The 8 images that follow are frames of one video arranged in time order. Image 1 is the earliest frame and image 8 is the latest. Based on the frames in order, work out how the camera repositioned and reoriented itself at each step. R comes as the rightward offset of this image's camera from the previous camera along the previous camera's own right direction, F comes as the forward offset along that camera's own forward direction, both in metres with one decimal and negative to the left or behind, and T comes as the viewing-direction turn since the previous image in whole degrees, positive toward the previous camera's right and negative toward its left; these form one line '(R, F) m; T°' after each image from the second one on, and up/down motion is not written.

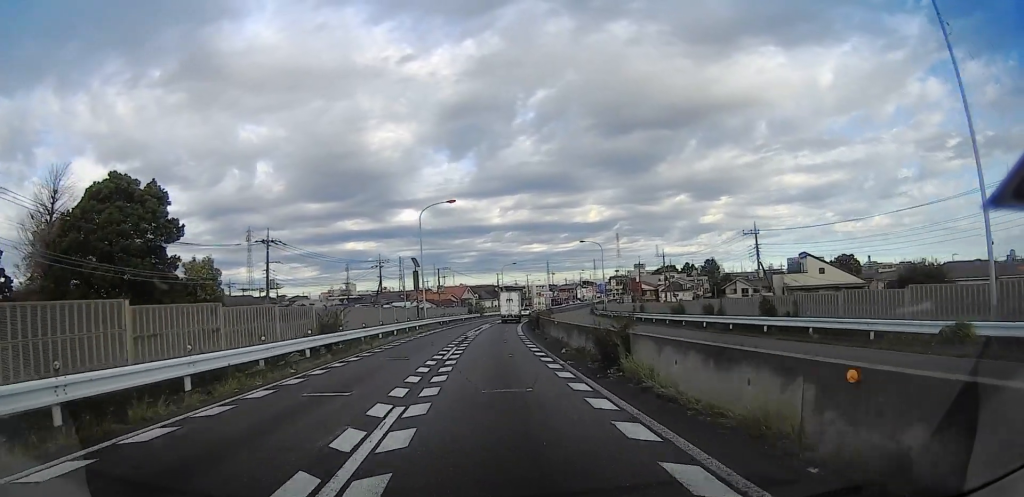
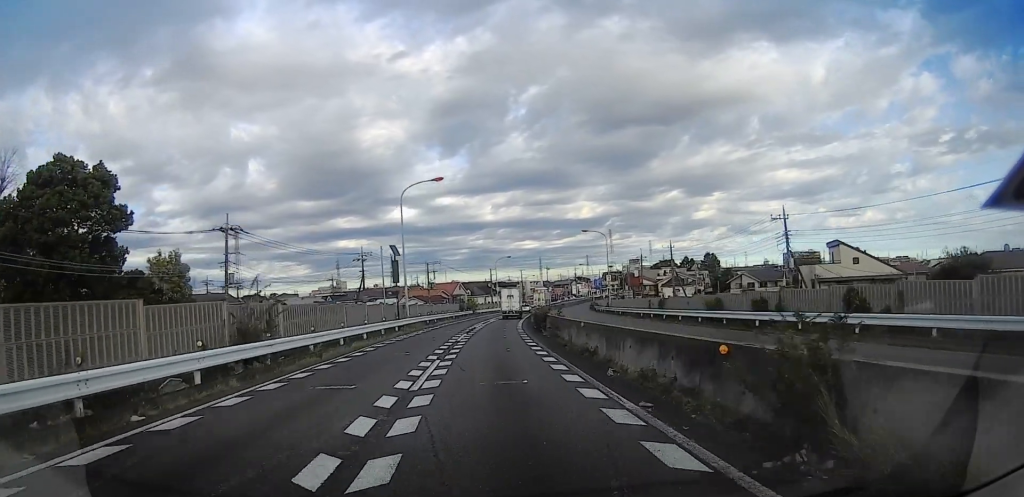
(+0.2, +7.1) m; 0°
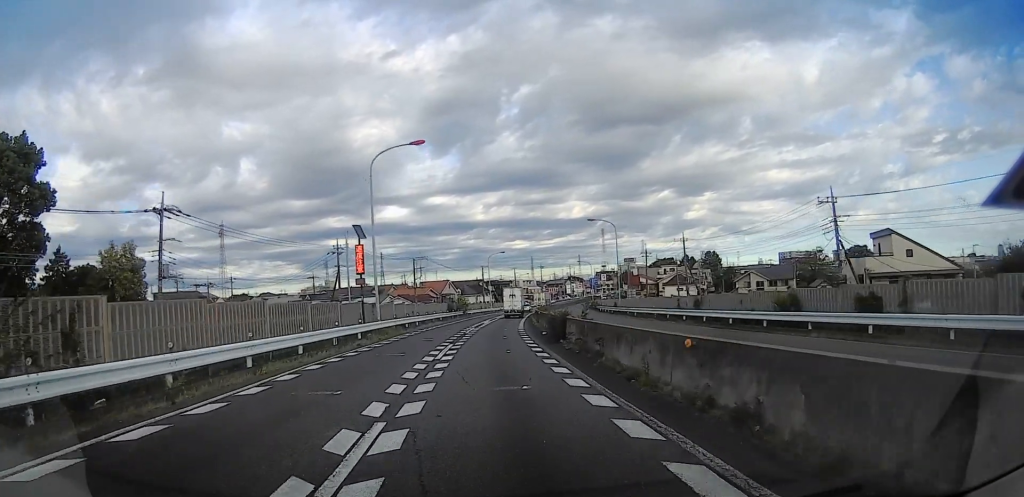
(-0.1, +9.9) m; +1°
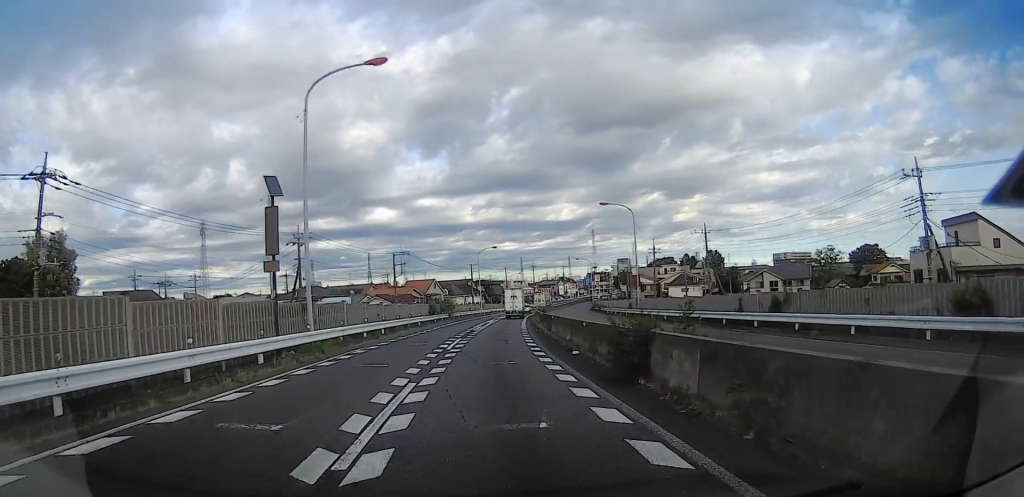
(-0.1, +12.1) m; +2°
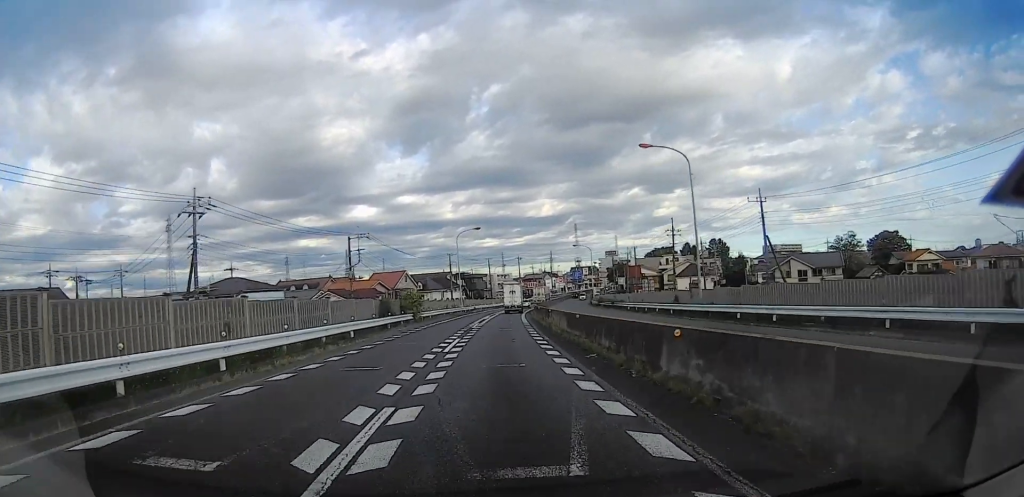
(+1.0, +19.6) m; +2°
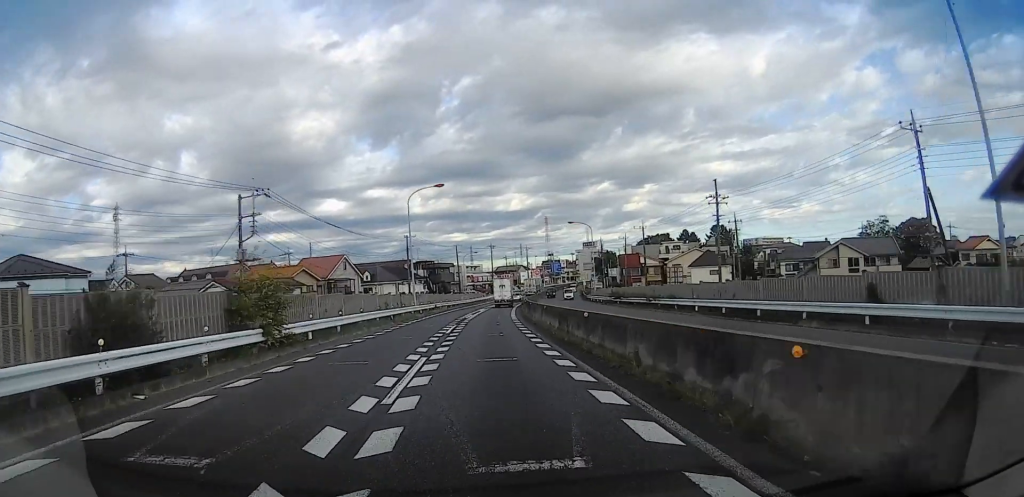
(-0.1, +23.1) m; +2°
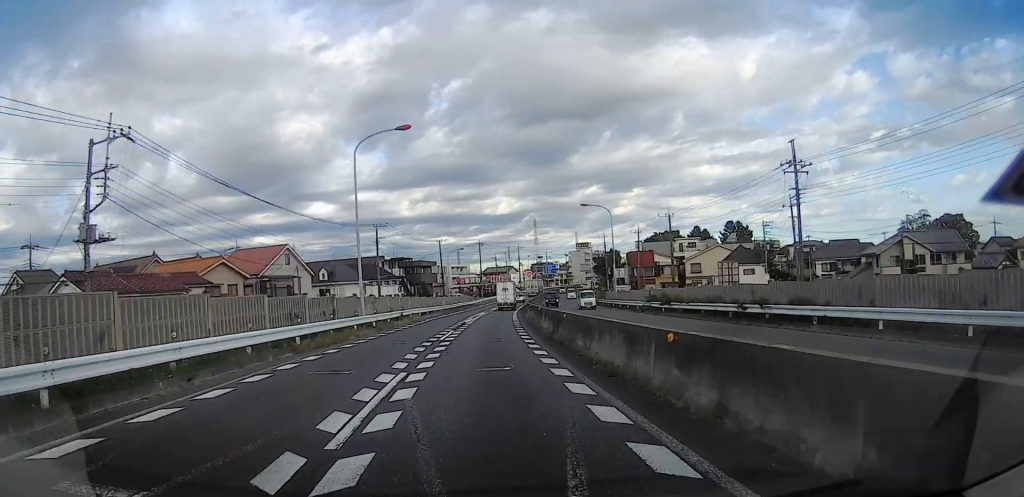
(+0.4, +18.5) m; 0°
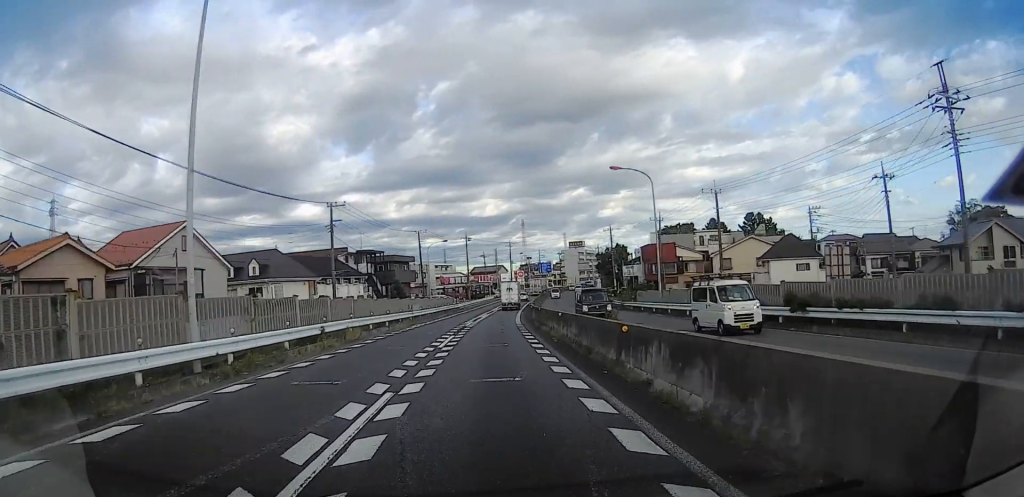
(-0.2, +19.8) m; +1°
